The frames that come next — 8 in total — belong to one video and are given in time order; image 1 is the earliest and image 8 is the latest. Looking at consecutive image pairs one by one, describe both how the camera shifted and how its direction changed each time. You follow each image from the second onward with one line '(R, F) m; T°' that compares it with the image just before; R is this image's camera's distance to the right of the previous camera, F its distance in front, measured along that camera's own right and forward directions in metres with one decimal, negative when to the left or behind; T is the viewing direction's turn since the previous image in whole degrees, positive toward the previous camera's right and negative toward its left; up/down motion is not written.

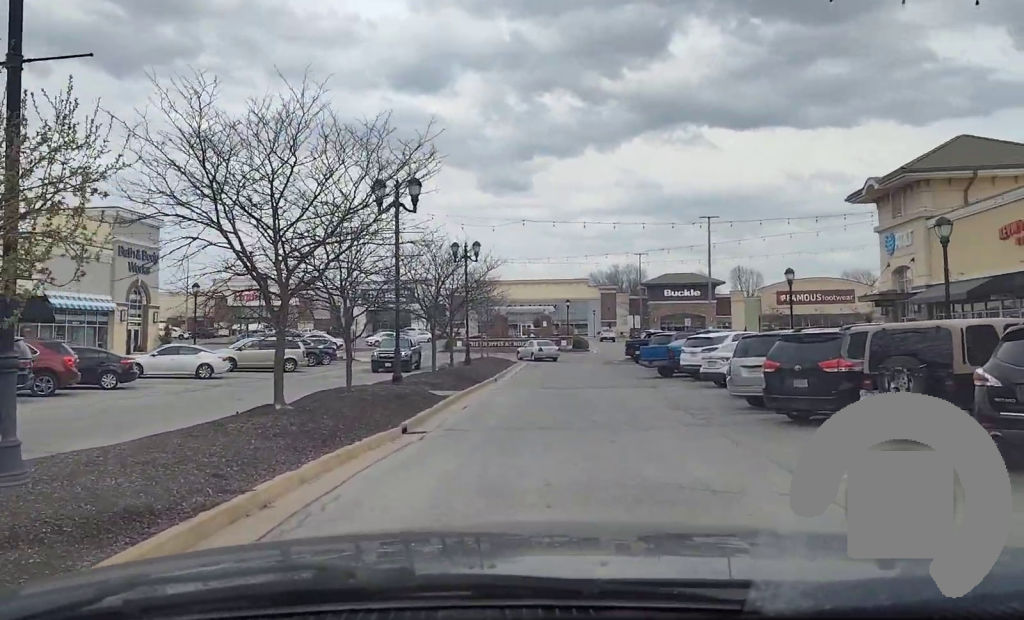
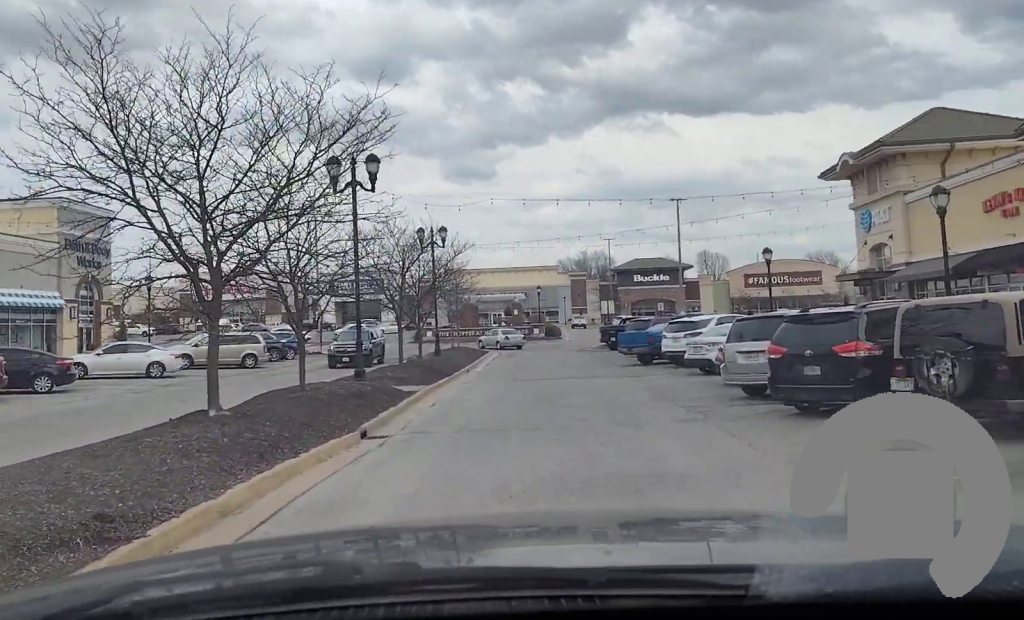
(+0.1, +2.3) m; +2°
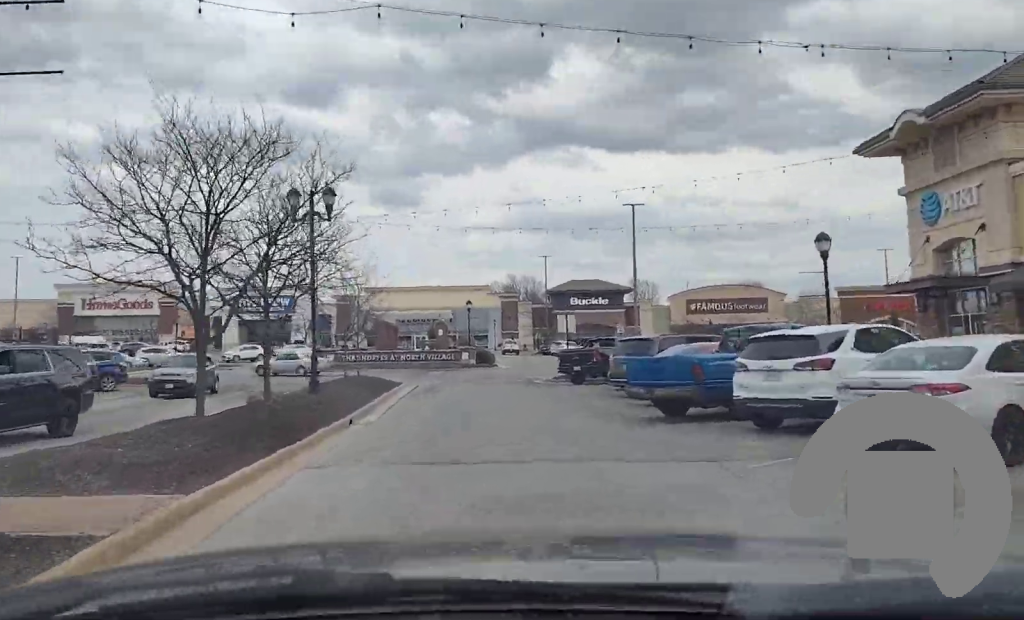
(+0.8, +14.9) m; +5°
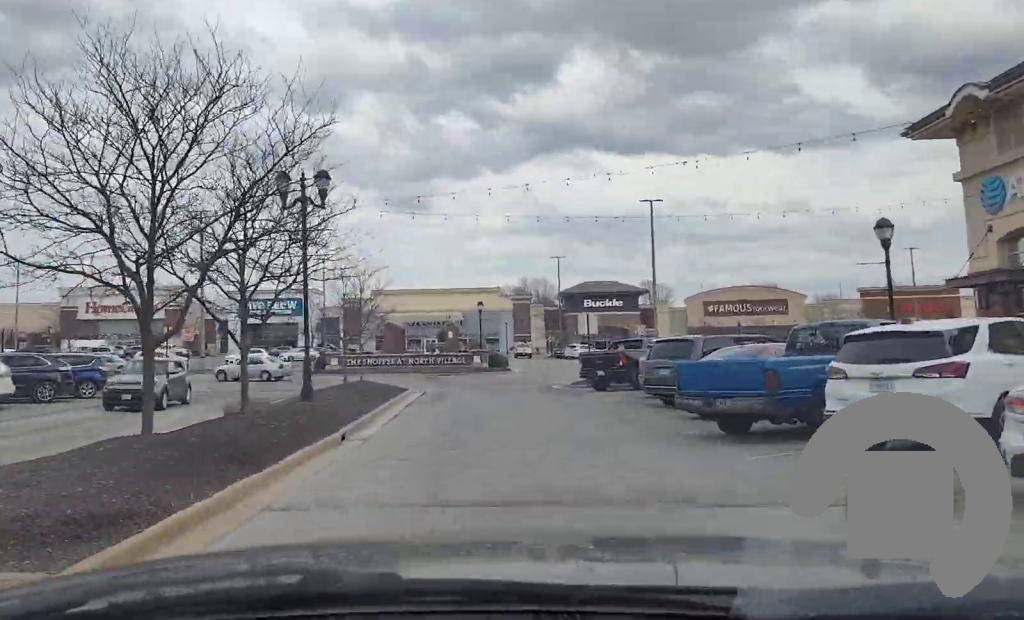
(0.0, +3.0) m; 0°
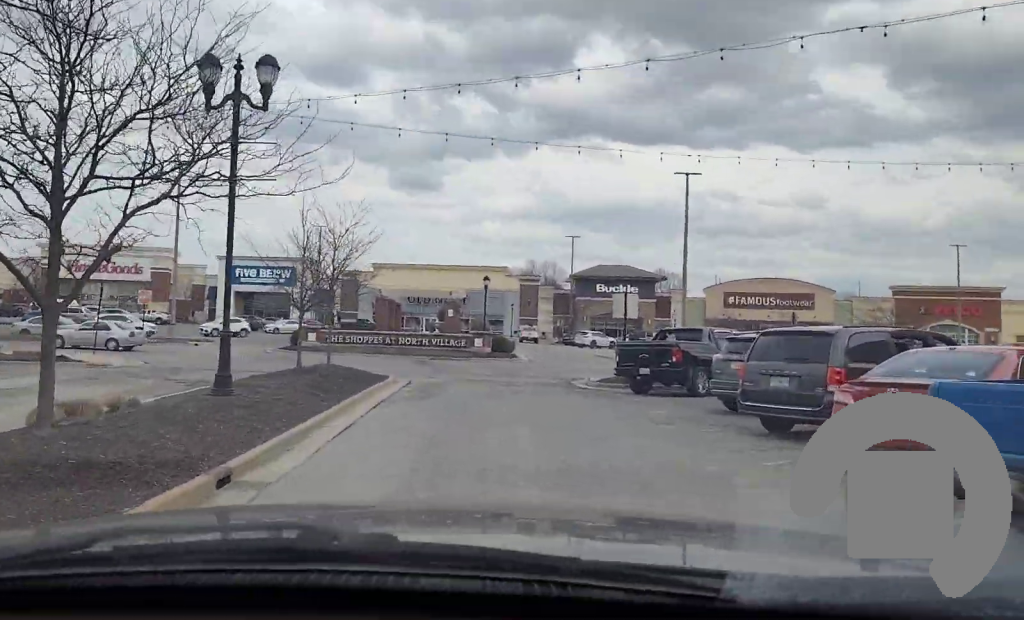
(0.0, +7.5) m; -1°
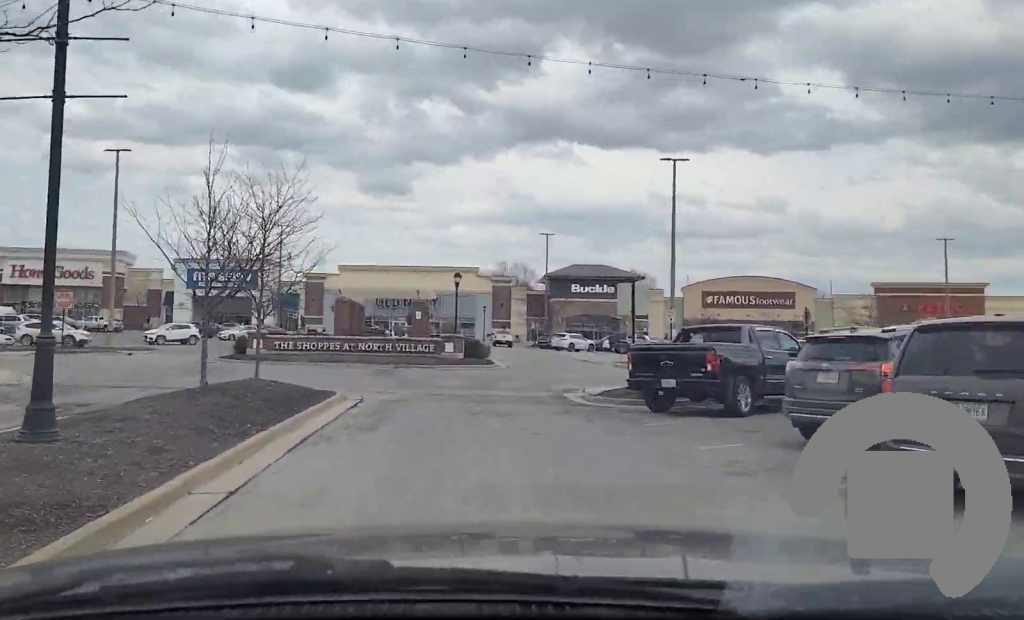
(-0.1, +5.5) m; -1°
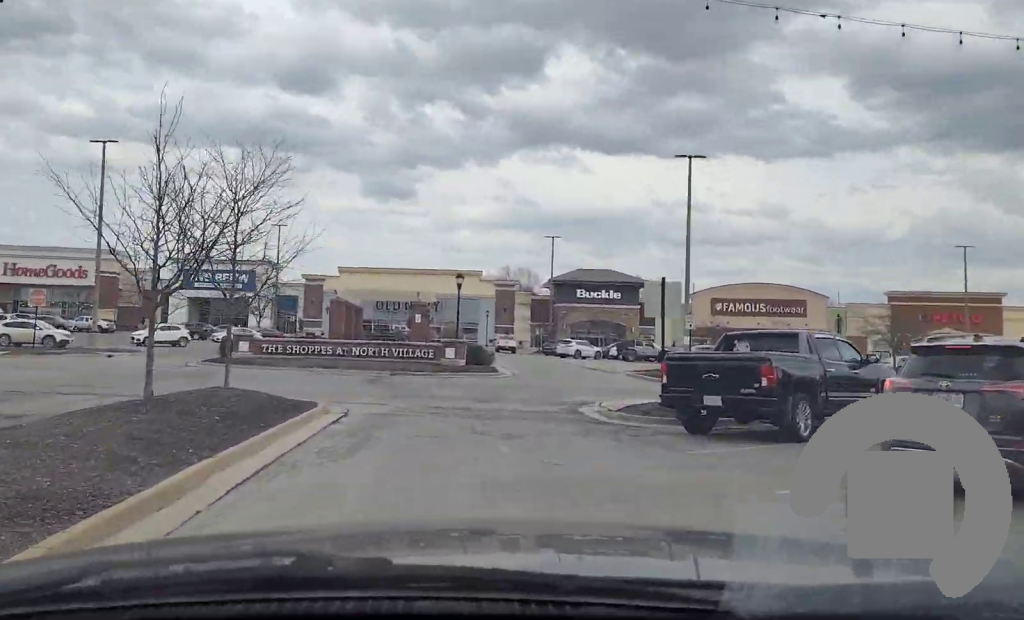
(0.0, +2.6) m; 0°
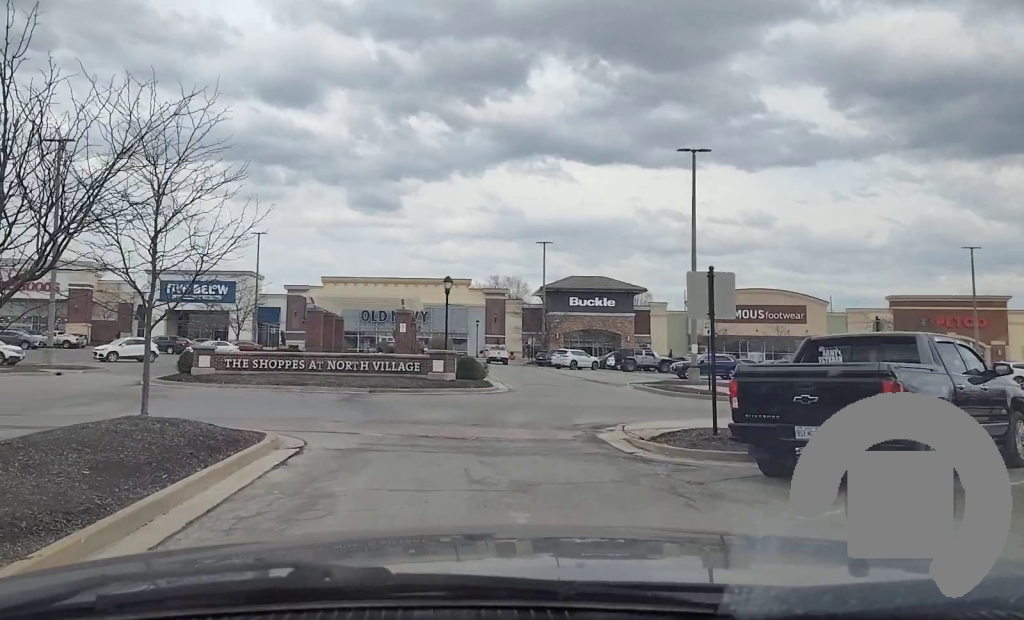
(0.0, +3.8) m; 0°
